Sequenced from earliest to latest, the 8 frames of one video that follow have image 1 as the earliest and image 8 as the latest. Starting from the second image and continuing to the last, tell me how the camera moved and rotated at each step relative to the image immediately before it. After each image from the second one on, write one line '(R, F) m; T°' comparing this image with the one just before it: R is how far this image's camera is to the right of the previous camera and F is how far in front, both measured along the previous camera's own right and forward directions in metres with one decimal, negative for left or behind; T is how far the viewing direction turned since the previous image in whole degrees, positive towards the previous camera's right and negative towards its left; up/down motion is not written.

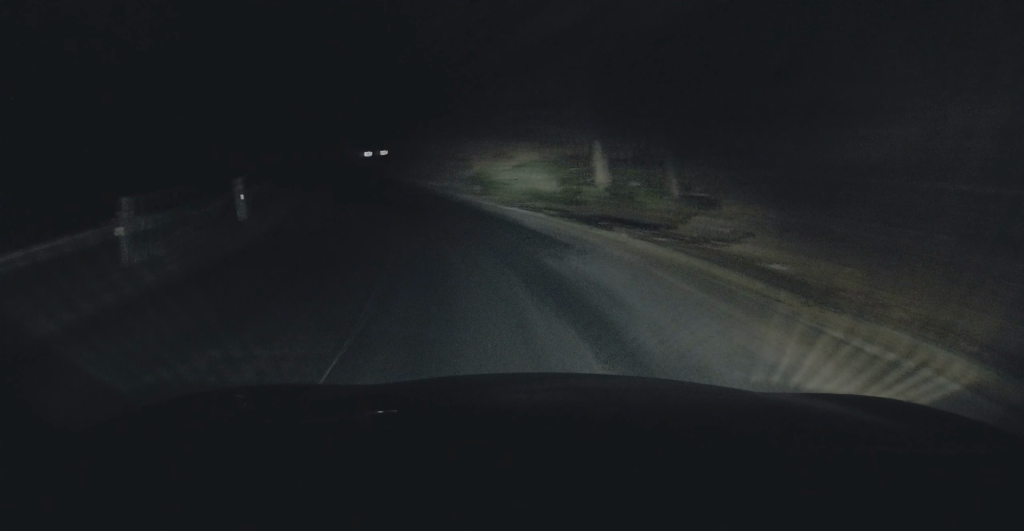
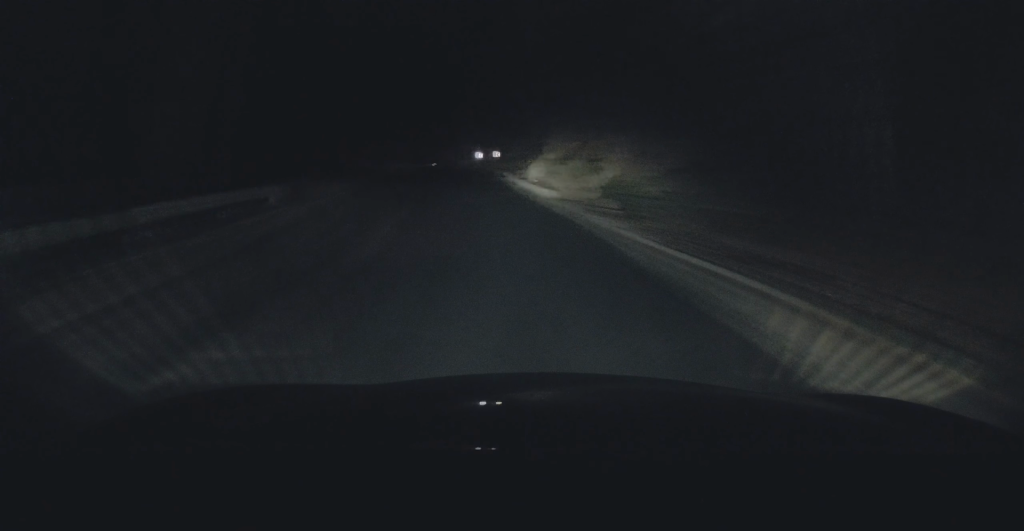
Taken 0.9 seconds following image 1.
(-1.1, +9.3) m; -7°
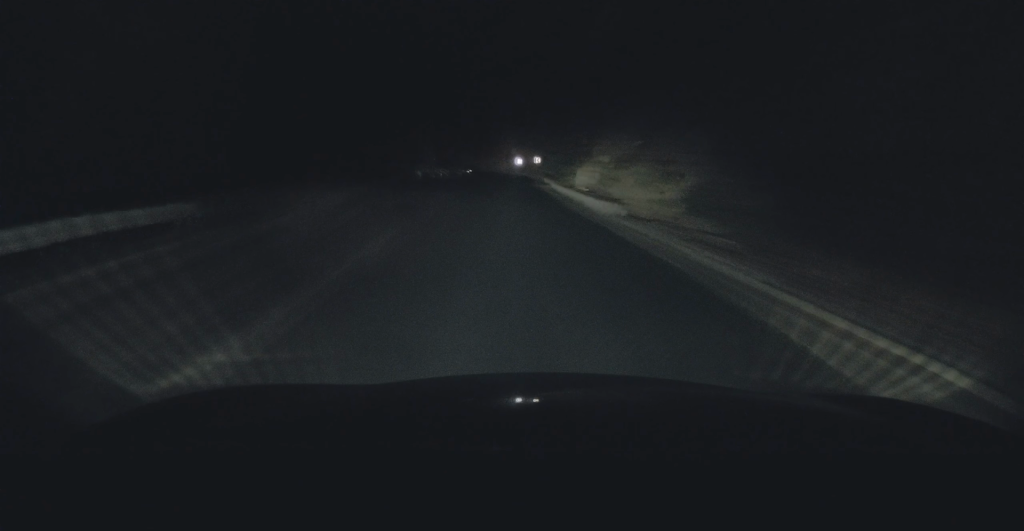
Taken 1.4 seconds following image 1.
(-0.1, +5.1) m; -1°
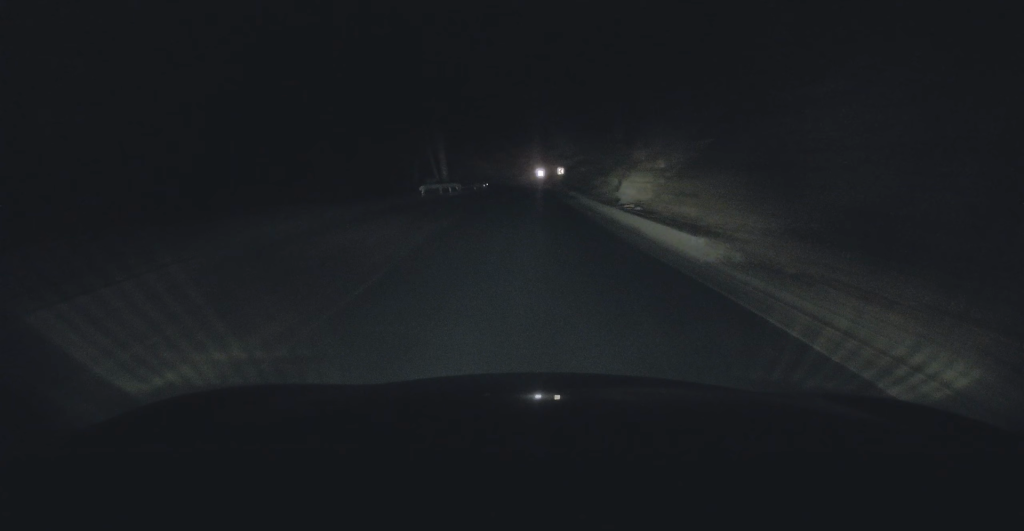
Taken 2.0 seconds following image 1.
(0.0, +5.7) m; +1°
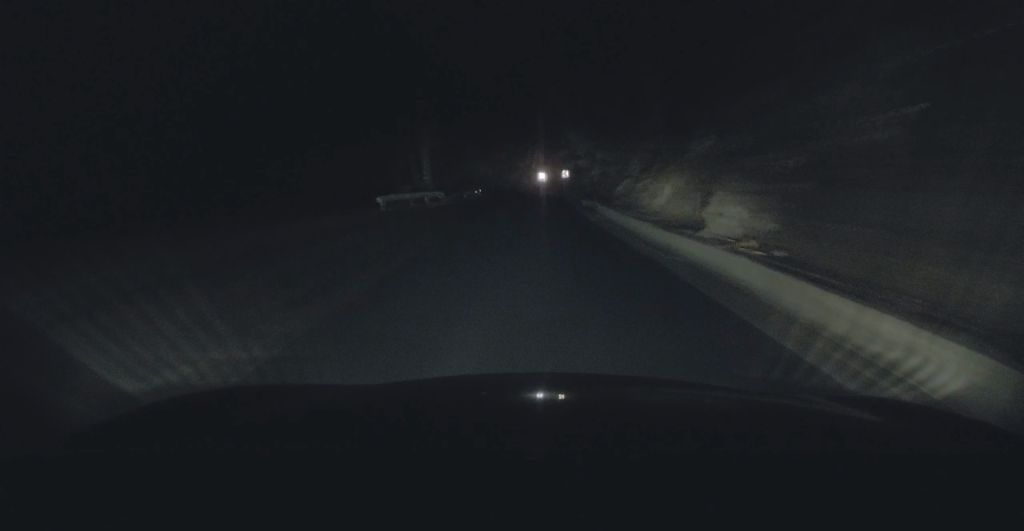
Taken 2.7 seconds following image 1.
(+0.2, +8.0) m; +3°
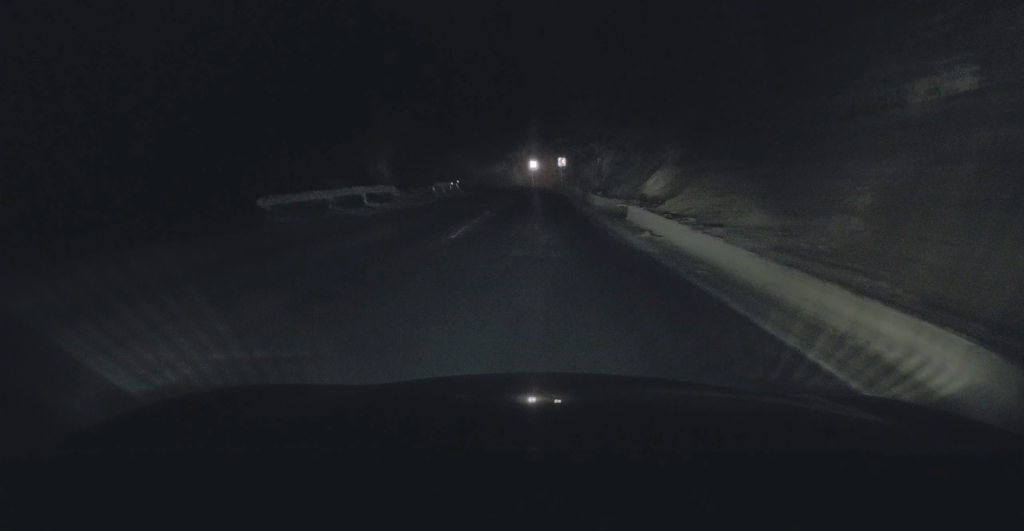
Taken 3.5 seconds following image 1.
(+0.2, +8.8) m; +4°
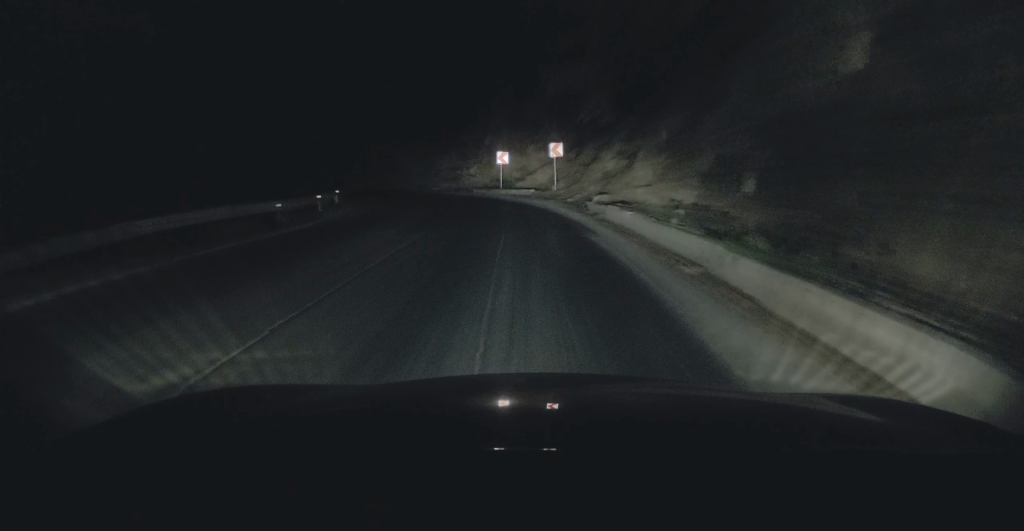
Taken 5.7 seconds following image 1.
(+2.3, +25.1) m; +7°
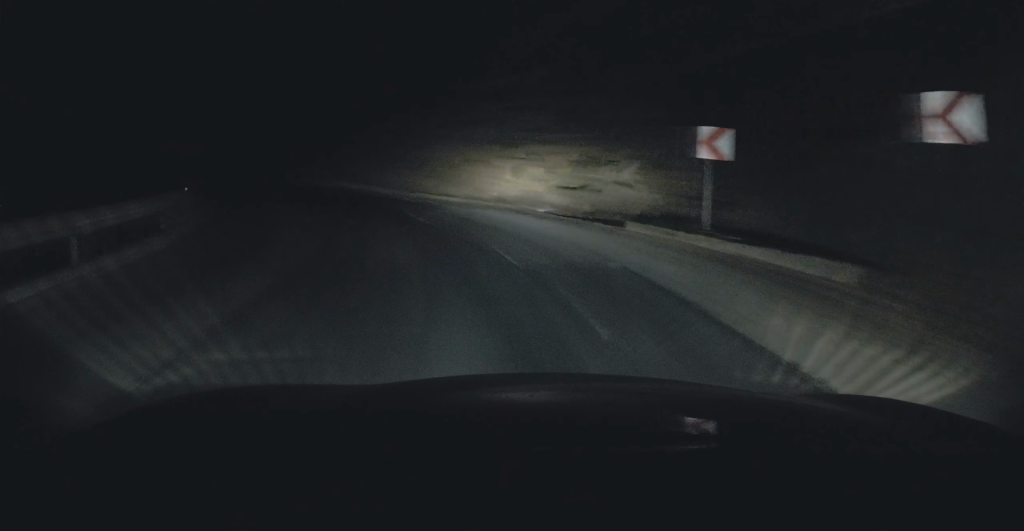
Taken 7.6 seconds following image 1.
(-1.8, +22.9) m; -10°
